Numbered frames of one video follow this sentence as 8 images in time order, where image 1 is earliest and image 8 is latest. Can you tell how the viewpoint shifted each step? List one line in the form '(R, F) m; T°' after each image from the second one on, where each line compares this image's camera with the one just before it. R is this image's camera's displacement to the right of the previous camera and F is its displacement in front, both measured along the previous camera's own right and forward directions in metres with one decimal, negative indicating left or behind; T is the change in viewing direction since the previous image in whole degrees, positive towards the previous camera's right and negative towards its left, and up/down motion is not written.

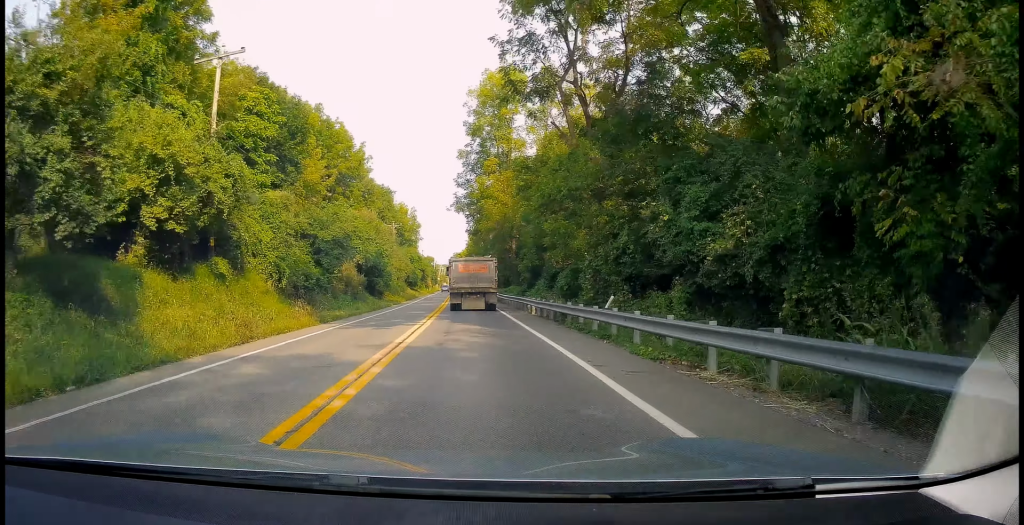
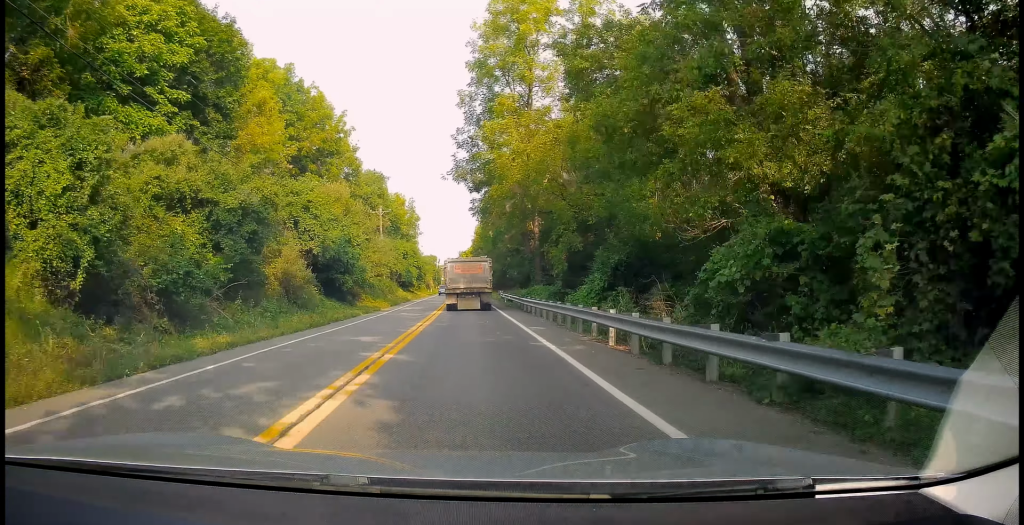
(+0.3, +16.0) m; +2°
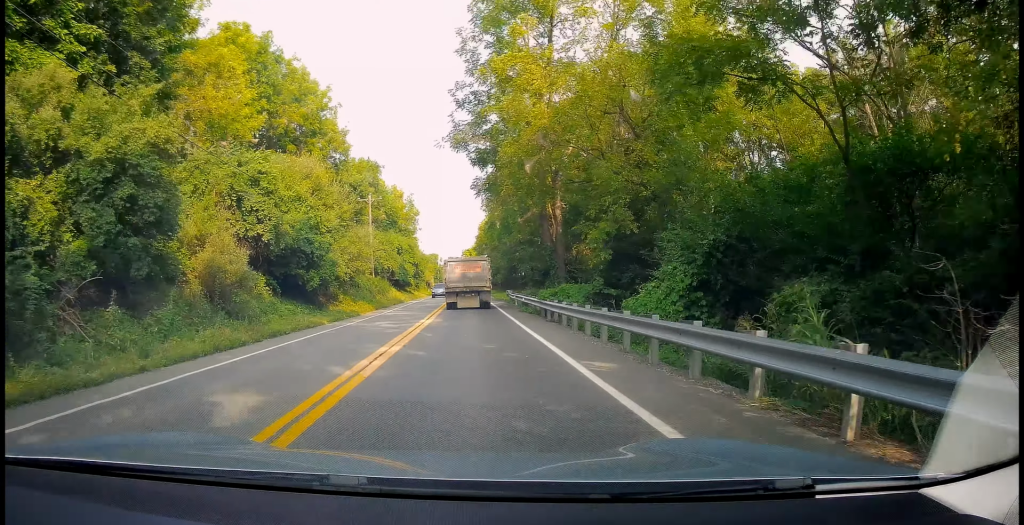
(+0.1, +9.4) m; 0°
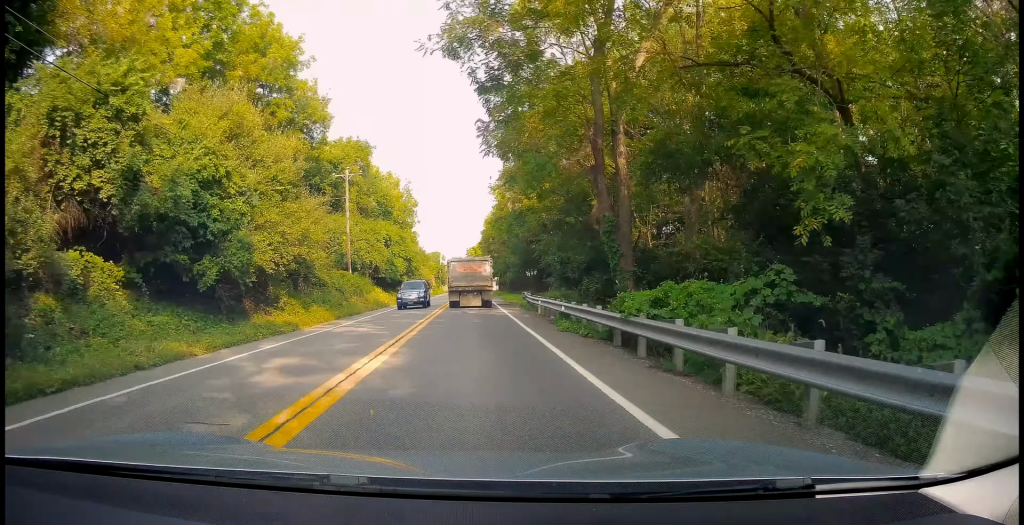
(-0.1, +13.0) m; -2°
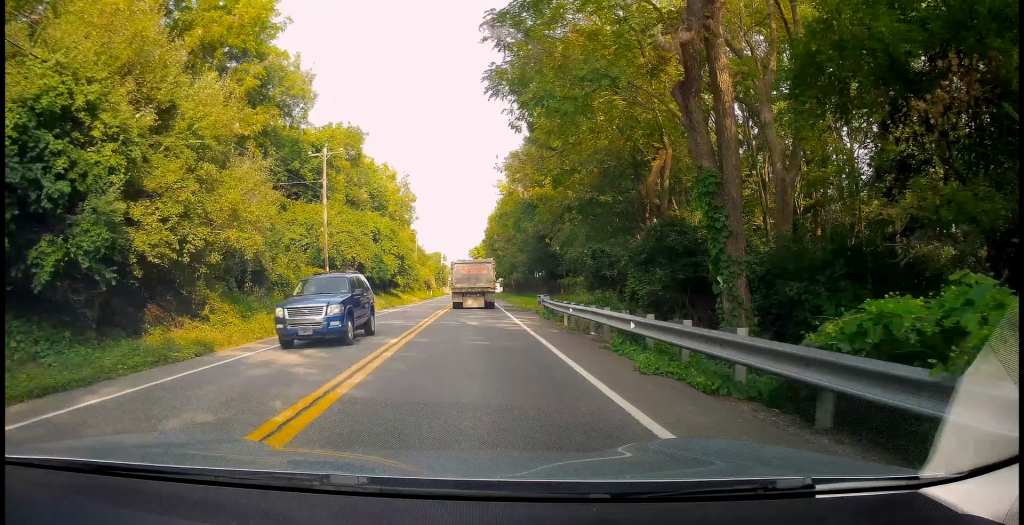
(-0.2, +7.9) m; -2°
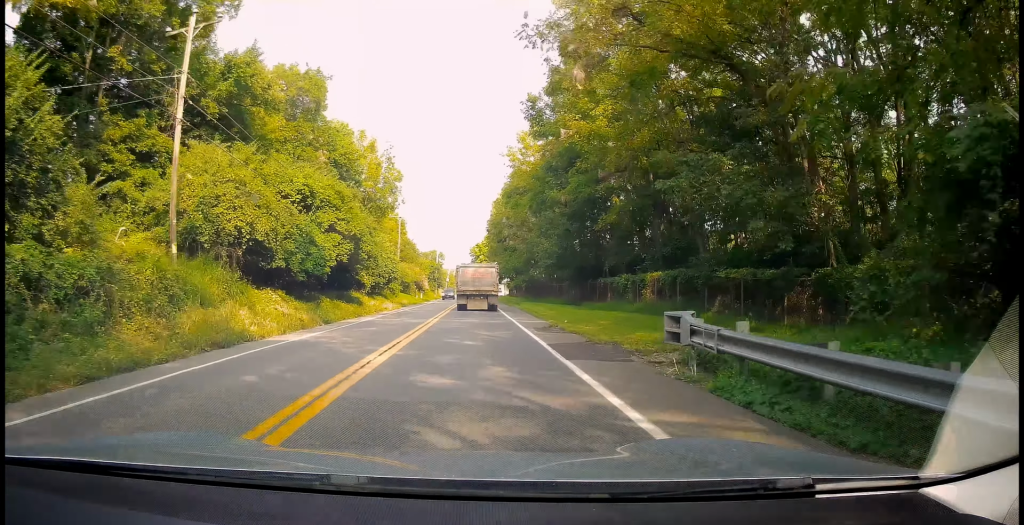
(+0.4, +20.5) m; +2°
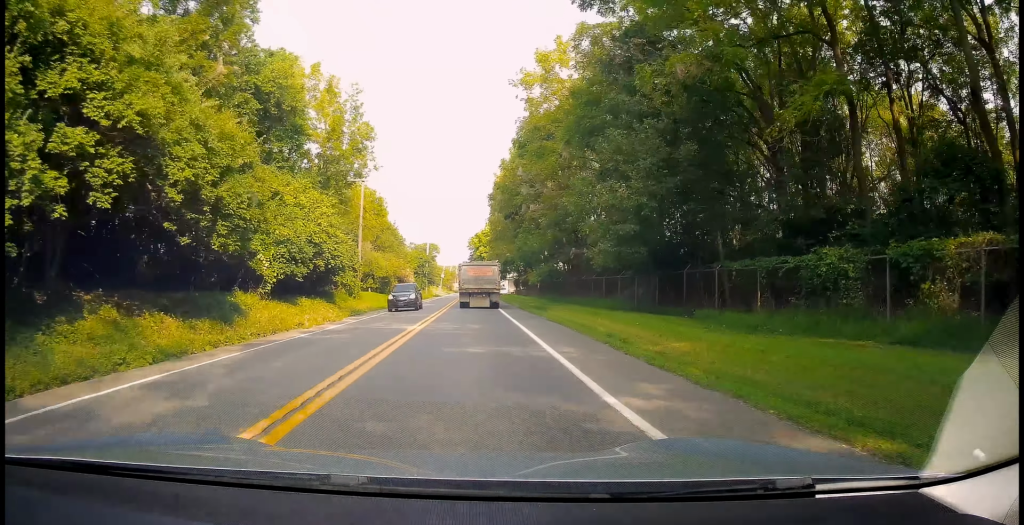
(+0.2, +21.1) m; 0°
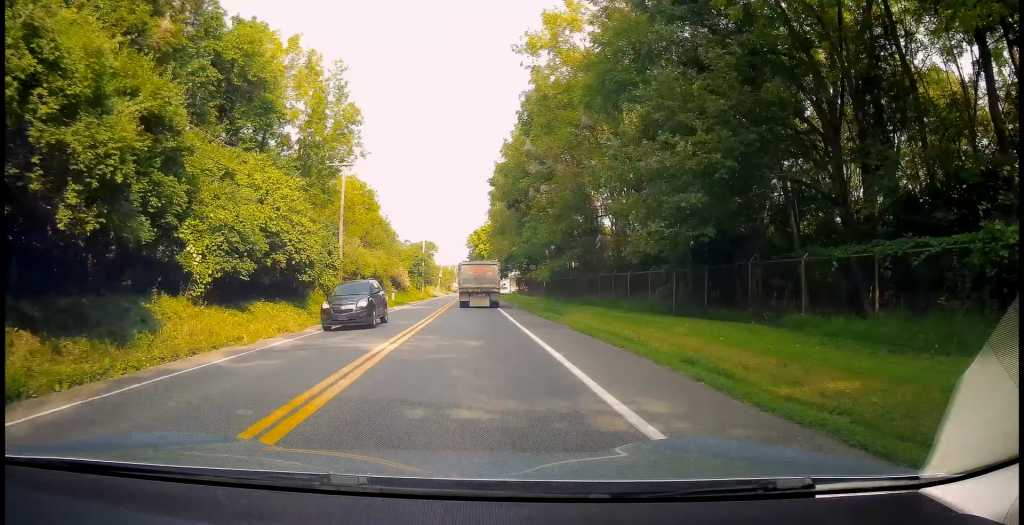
(0.0, +5.7) m; -1°
